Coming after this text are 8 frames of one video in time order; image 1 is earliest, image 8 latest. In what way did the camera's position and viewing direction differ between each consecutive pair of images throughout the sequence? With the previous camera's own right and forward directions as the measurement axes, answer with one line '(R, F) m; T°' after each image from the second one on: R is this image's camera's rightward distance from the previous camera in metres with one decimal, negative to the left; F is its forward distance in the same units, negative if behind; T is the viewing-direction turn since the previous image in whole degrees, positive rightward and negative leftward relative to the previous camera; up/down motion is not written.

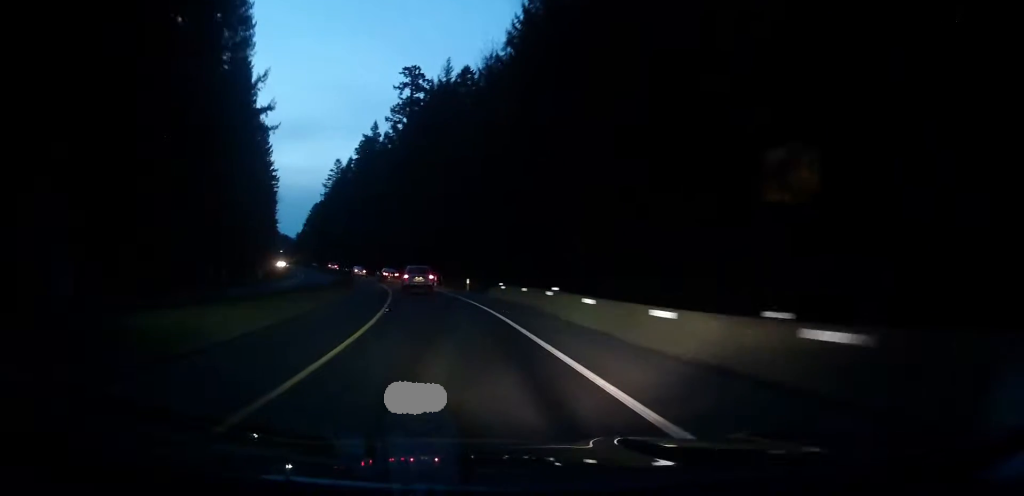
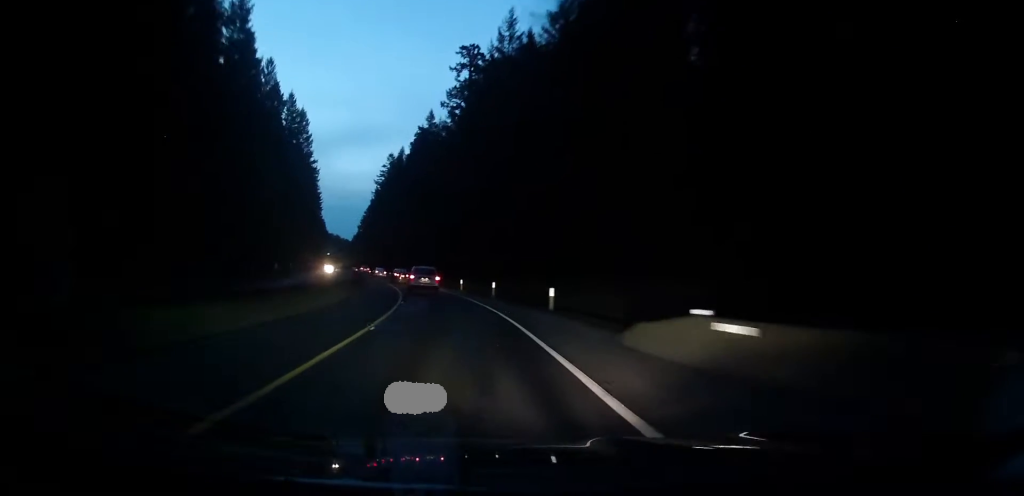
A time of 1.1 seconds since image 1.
(-1.2, +23.1) m; -6°
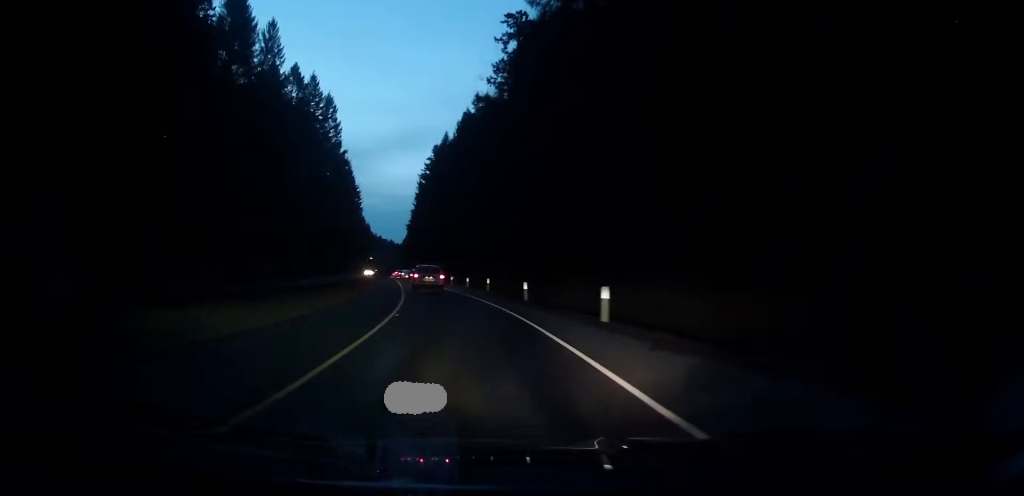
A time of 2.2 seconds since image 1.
(-1.0, +22.6) m; -7°
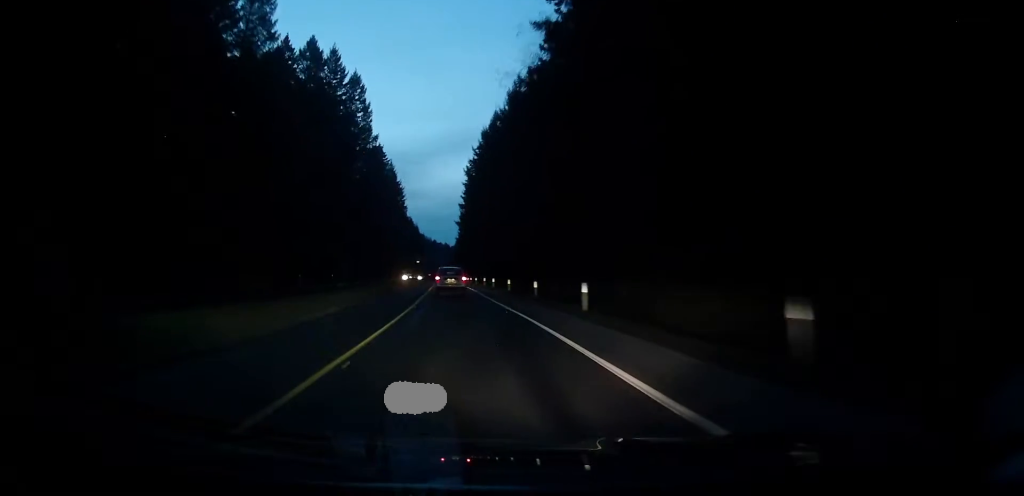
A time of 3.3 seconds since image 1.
(-1.8, +23.1) m; -5°
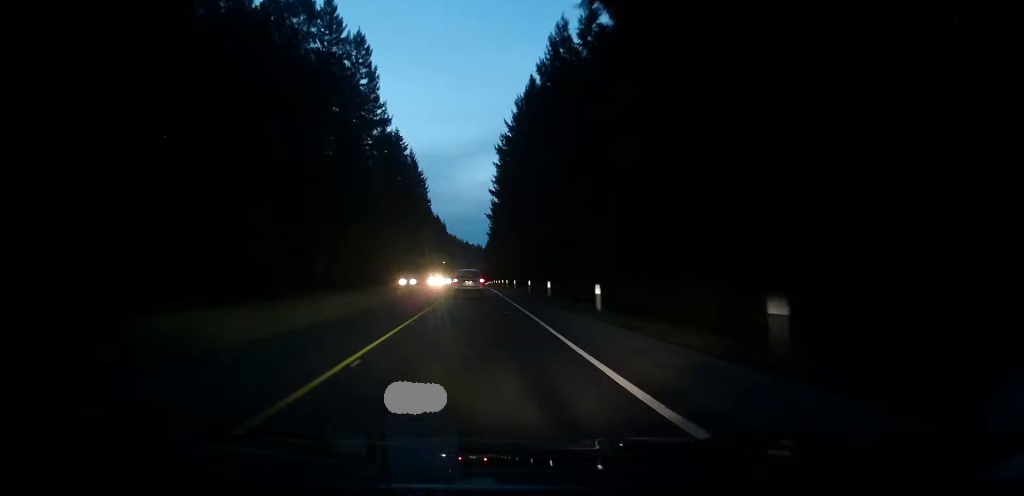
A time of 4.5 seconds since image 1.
(-0.5, +26.5) m; -4°
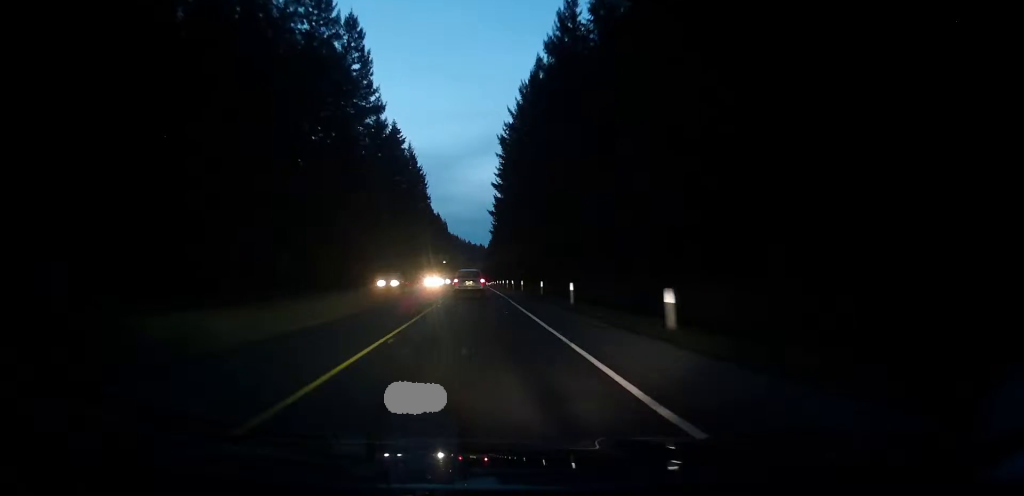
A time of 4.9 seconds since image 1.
(-0.1, +8.3) m; -2°
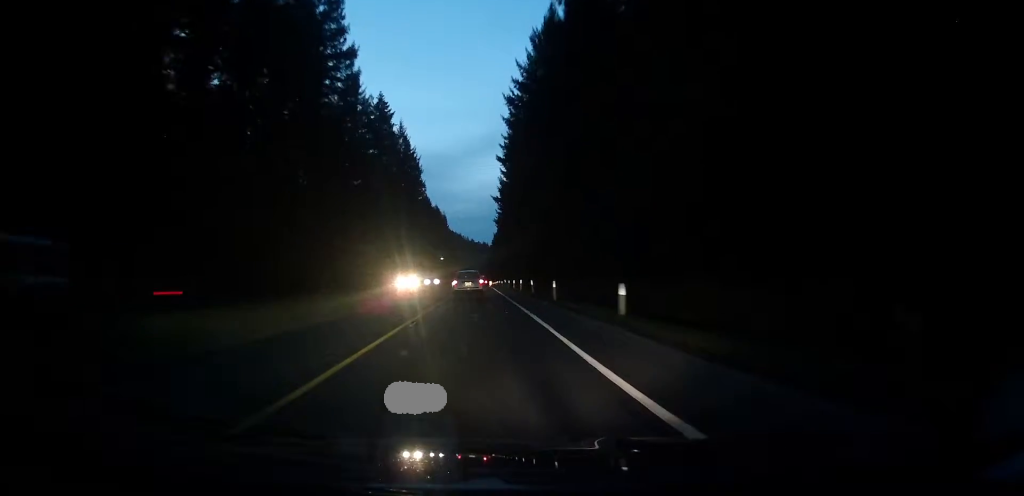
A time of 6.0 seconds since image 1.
(-1.0, +22.6) m; -3°
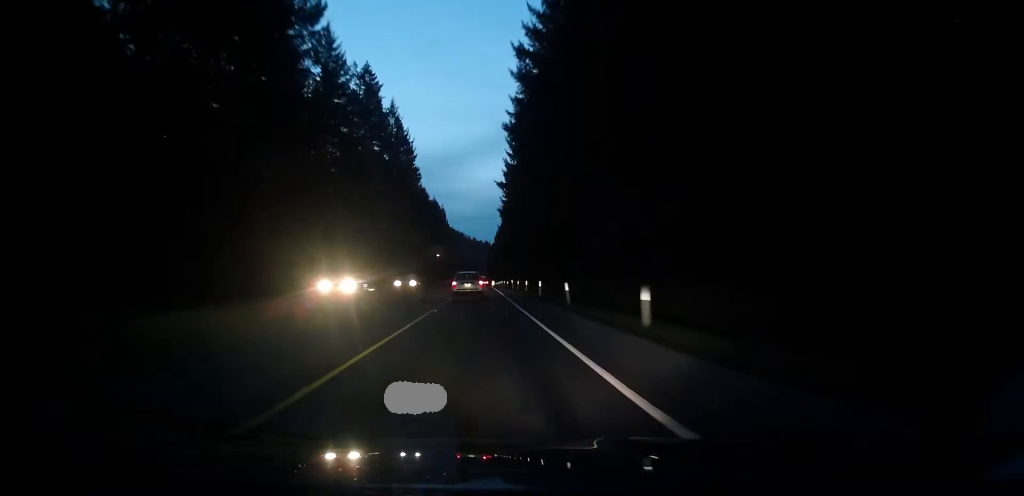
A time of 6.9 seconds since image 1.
(-0.1, +17.9) m; -2°
